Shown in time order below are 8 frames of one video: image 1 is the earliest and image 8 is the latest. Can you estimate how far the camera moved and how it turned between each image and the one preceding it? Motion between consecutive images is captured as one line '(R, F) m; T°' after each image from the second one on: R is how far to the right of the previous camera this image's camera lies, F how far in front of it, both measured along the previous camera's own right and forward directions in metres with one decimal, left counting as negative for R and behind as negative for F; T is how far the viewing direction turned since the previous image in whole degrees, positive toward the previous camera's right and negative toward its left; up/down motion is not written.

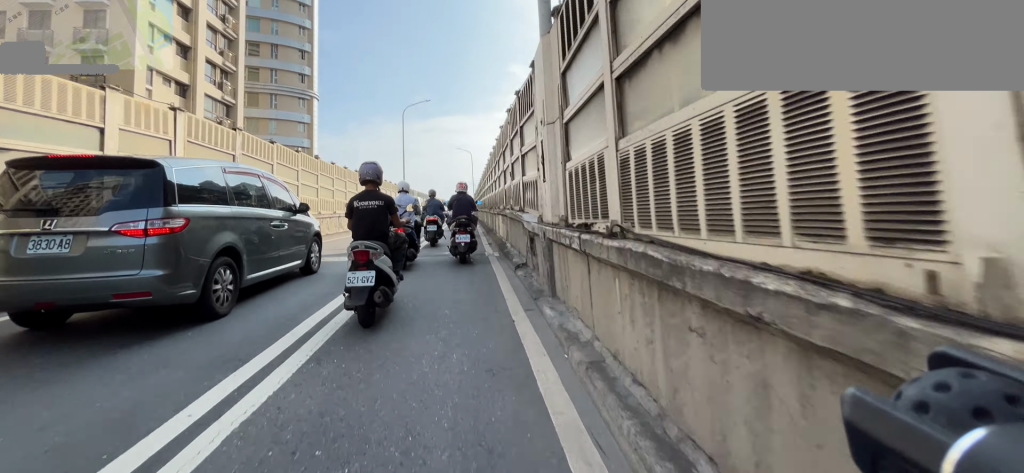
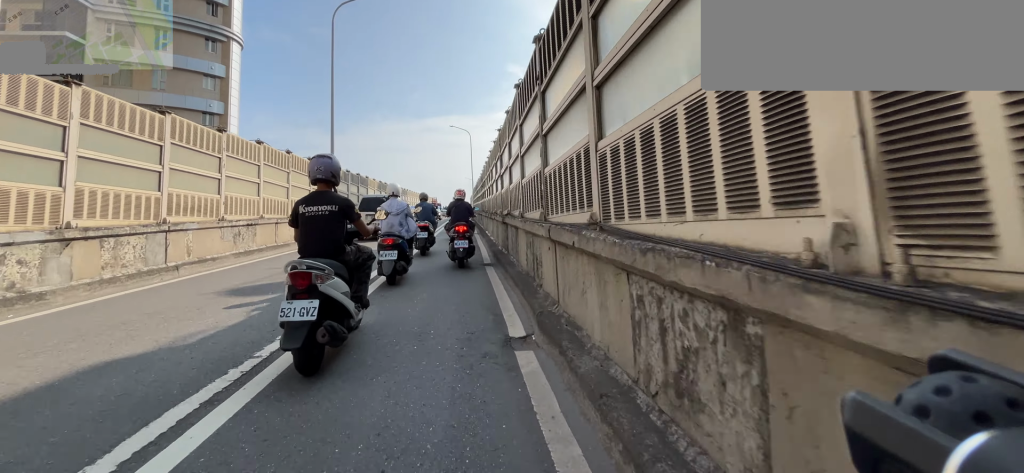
(0.0, +17.7) m; 0°
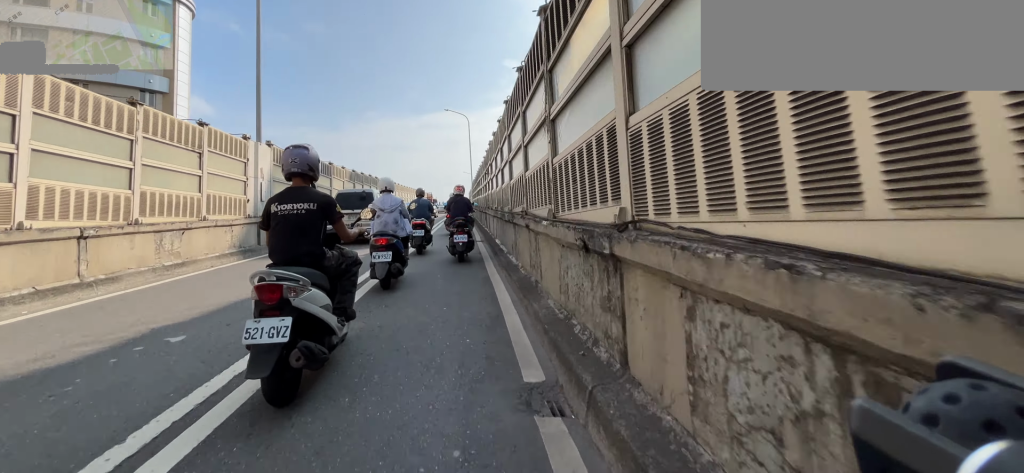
(0.0, +5.8) m; 0°
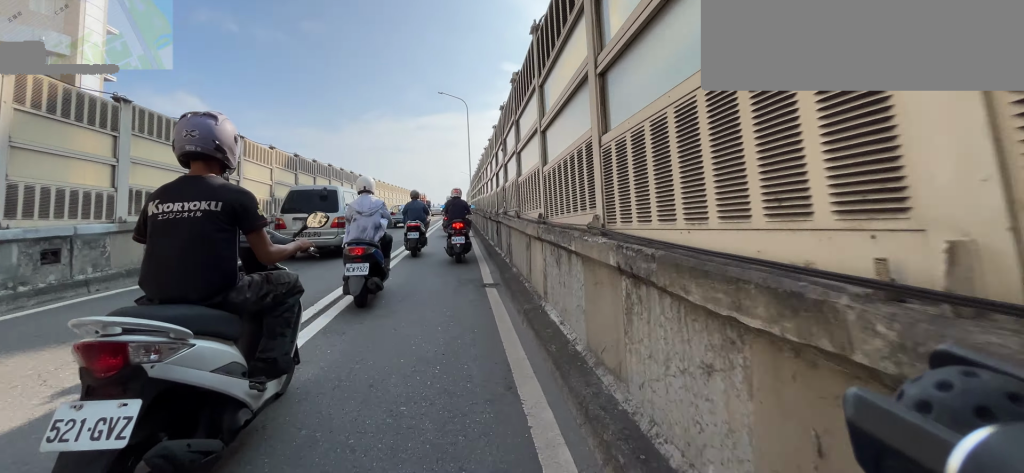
(0.0, +6.7) m; 0°
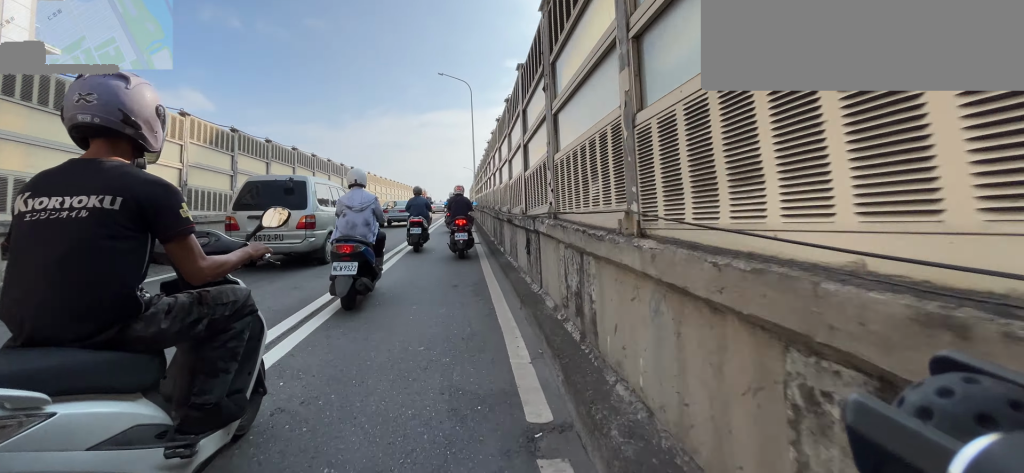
(0.0, +4.1) m; 0°
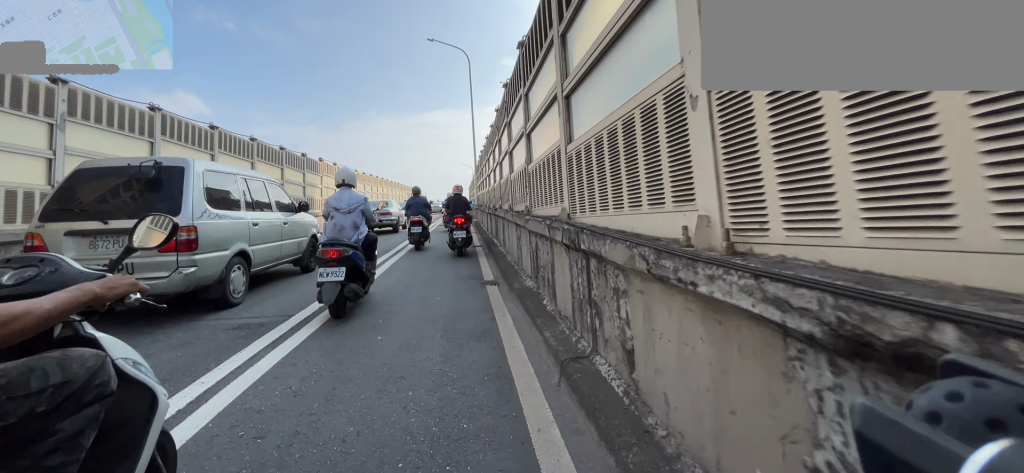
(0.0, +6.4) m; 0°
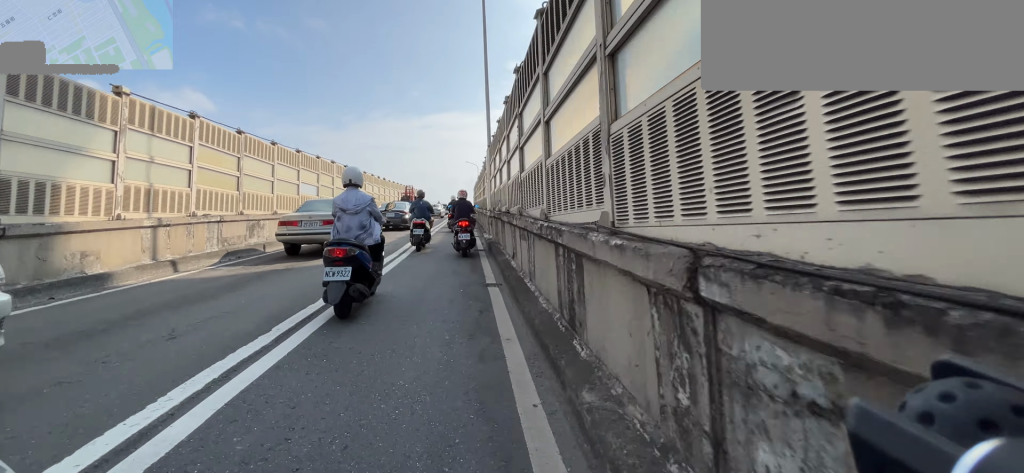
(0.0, +11.3) m; +1°
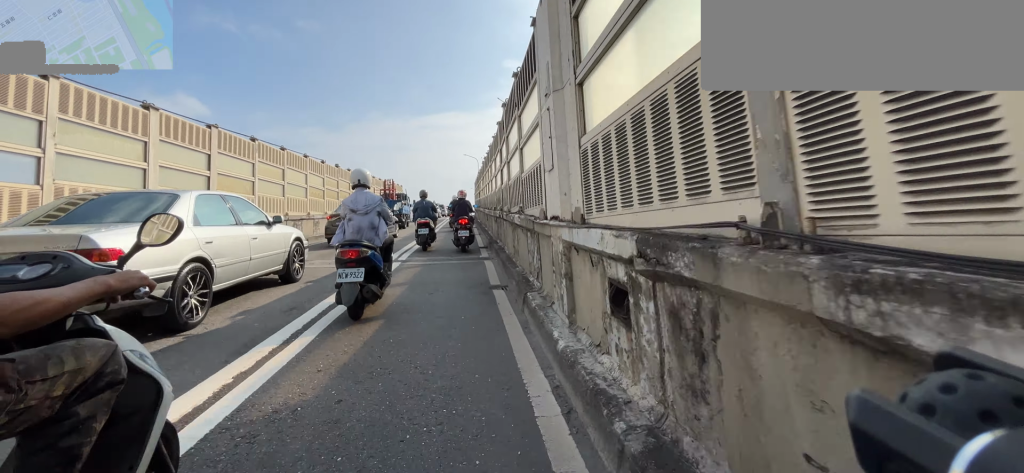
(+0.1, +13.1) m; 0°
